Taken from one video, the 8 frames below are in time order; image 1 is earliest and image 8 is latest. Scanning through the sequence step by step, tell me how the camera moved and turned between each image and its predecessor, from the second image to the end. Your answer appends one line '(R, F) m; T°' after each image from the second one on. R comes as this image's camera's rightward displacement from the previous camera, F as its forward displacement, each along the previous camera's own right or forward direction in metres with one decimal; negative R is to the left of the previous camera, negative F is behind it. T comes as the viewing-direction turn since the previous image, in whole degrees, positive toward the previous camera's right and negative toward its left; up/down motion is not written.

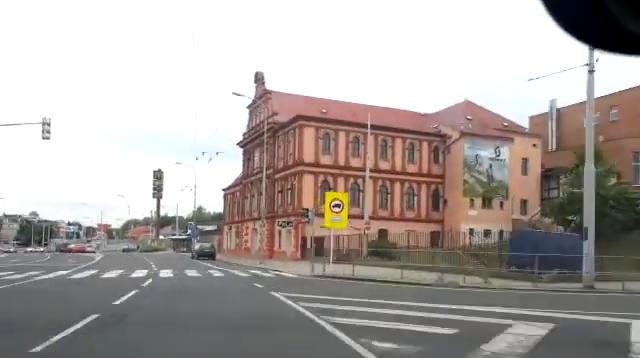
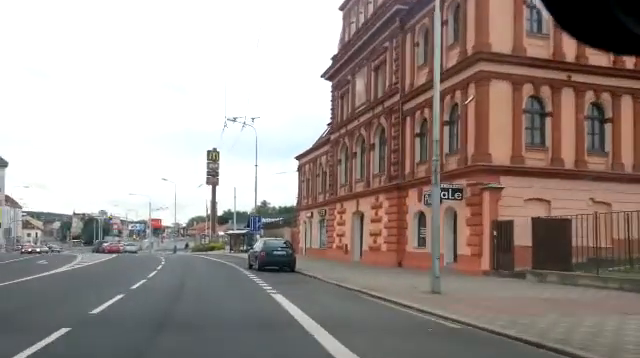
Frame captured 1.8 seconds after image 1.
(-1.1, +22.9) m; -7°
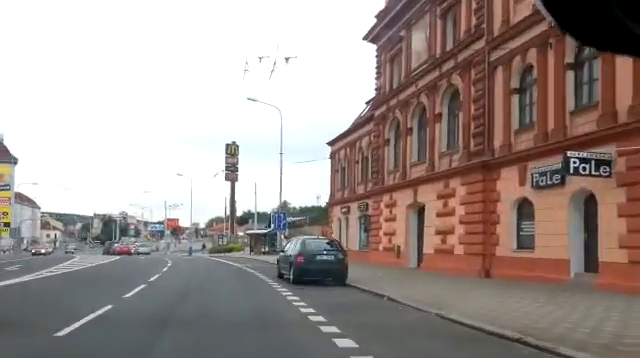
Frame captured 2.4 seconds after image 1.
(-0.1, +6.7) m; -2°
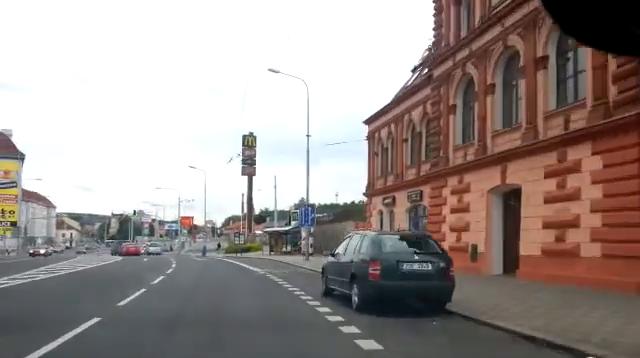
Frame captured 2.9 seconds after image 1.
(-0.1, +6.3) m; -1°
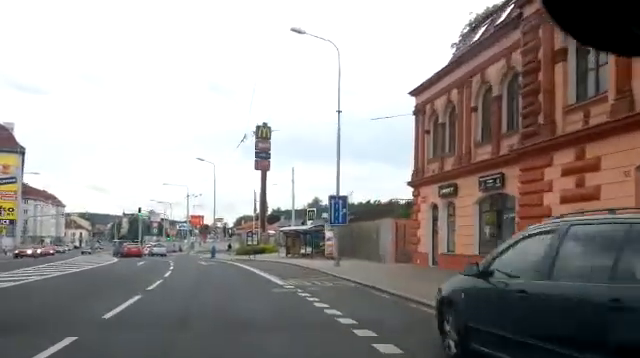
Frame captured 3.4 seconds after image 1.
(-0.1, +6.3) m; -2°
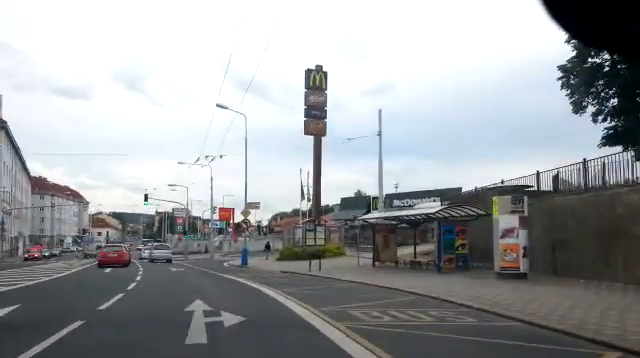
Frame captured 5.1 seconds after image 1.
(-1.1, +21.7) m; -6°
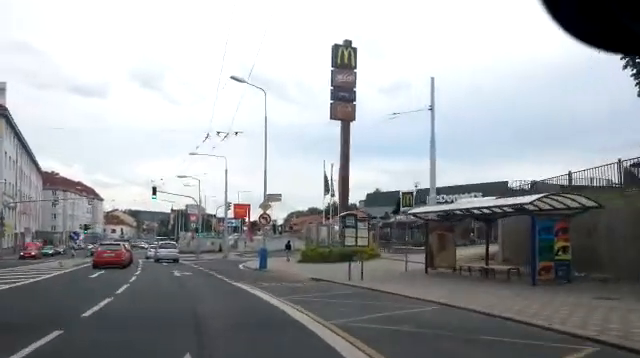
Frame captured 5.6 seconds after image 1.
(-0.1, +5.3) m; -1°
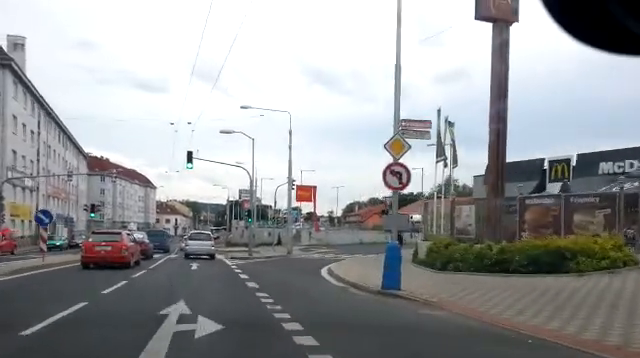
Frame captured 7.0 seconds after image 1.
(-0.5, +16.0) m; -3°
